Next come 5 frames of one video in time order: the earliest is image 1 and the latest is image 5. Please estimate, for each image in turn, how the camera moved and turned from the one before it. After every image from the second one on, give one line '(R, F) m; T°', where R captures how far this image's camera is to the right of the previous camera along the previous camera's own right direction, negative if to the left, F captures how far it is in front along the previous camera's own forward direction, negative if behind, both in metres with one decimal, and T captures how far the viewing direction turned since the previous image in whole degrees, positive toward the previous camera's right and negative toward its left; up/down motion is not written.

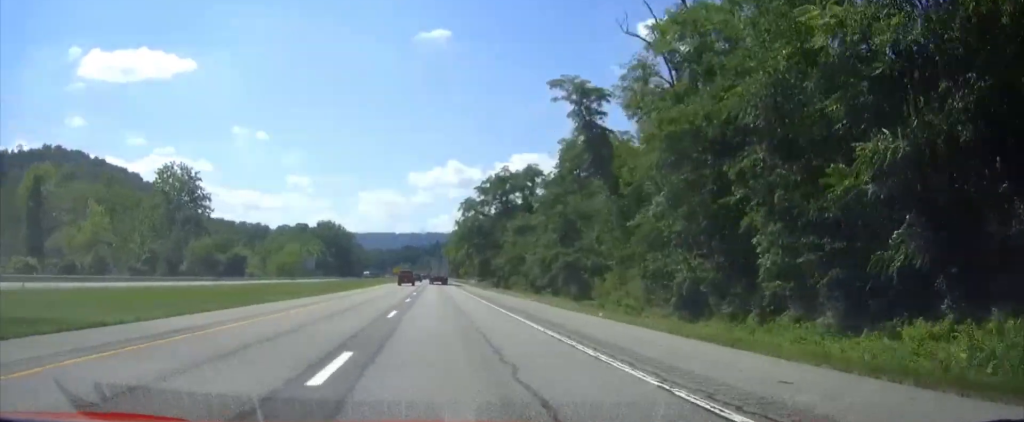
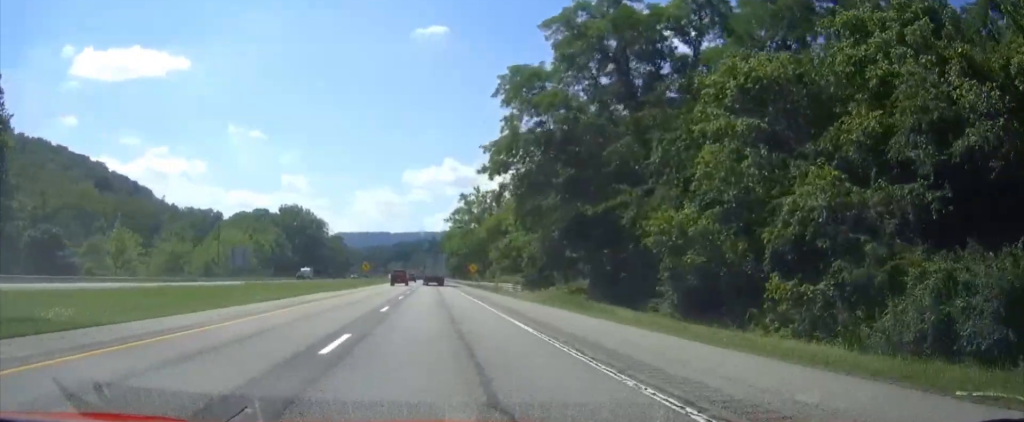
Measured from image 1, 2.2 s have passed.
(+0.2, +70.1) m; 0°
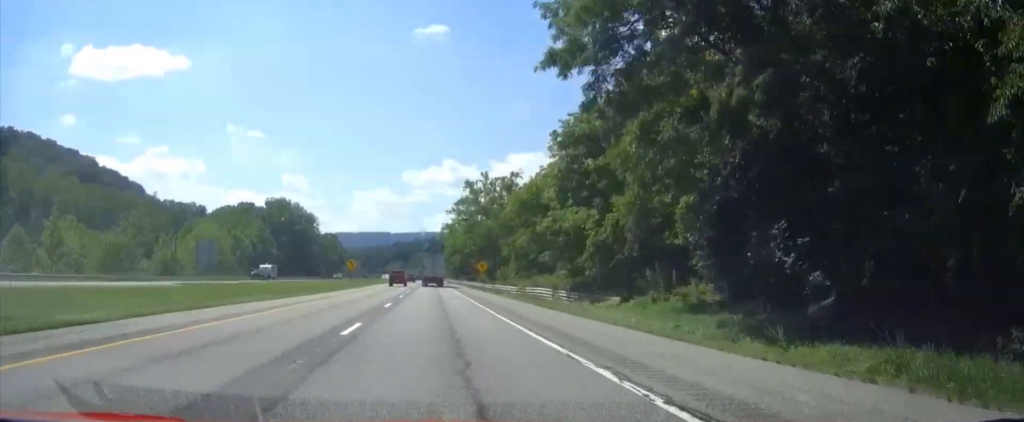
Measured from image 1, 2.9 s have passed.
(0.0, +21.1) m; 0°
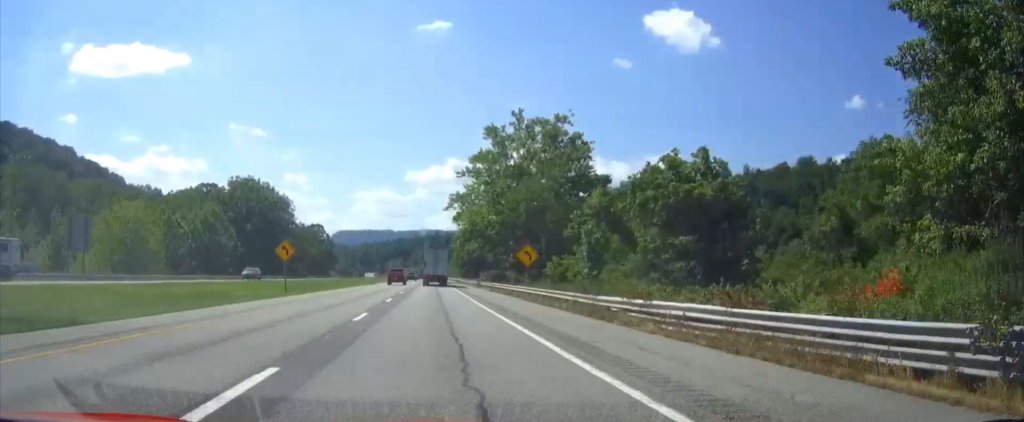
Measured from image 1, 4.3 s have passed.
(0.0, +44.9) m; 0°
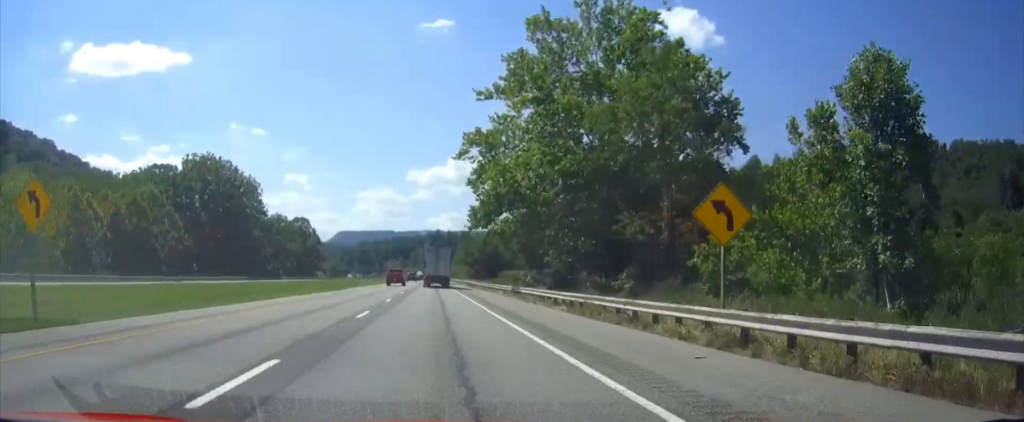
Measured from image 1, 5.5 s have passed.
(0.0, +36.0) m; 0°
